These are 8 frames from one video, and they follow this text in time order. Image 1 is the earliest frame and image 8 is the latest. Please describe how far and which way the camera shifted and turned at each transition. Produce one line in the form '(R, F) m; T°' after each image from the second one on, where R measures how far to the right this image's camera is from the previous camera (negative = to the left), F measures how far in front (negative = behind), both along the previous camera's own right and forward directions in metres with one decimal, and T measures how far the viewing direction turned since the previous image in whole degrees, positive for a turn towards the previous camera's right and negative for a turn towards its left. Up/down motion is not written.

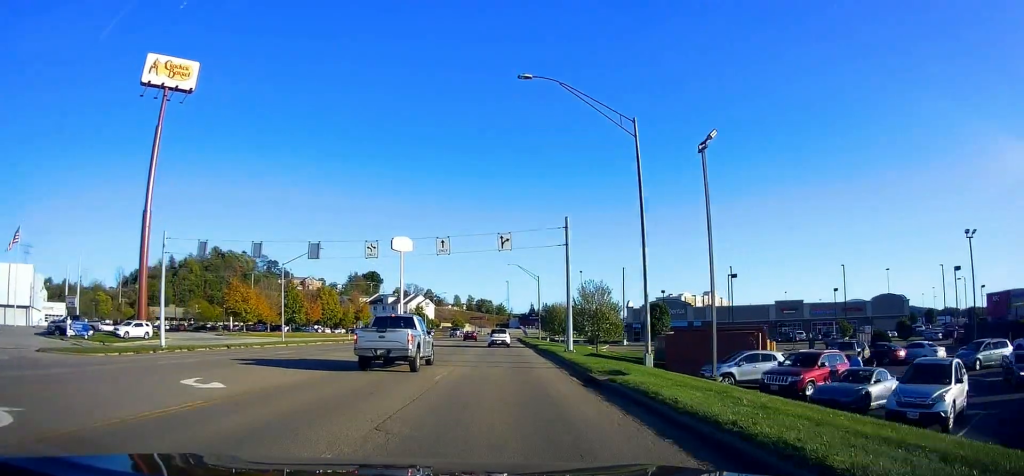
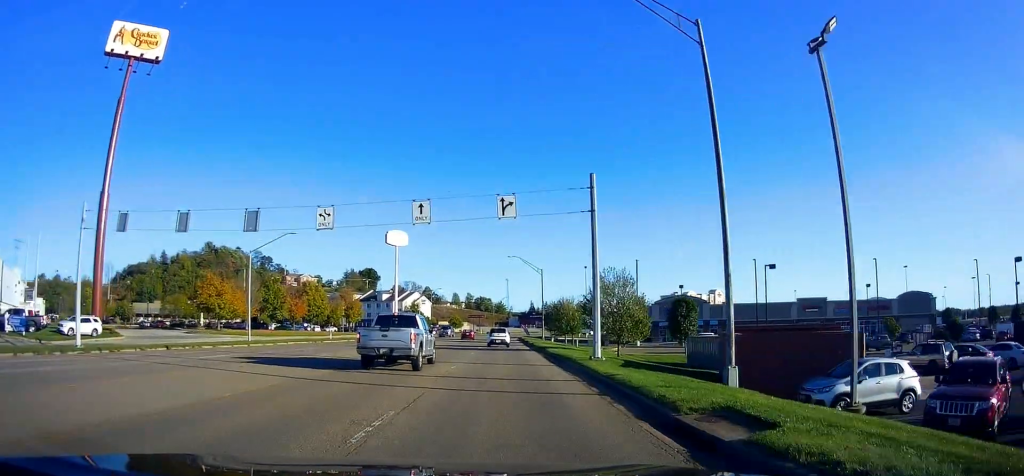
(0.0, +8.5) m; 0°
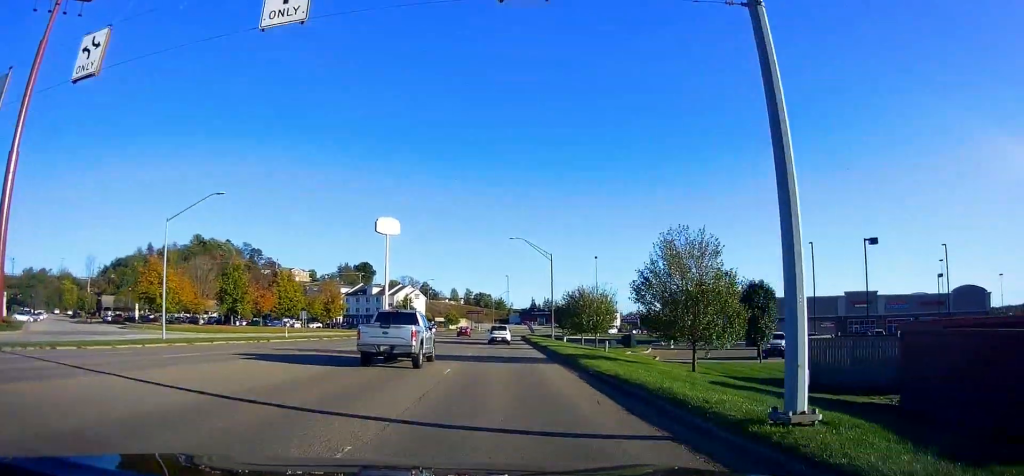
(+0.1, +14.5) m; +2°
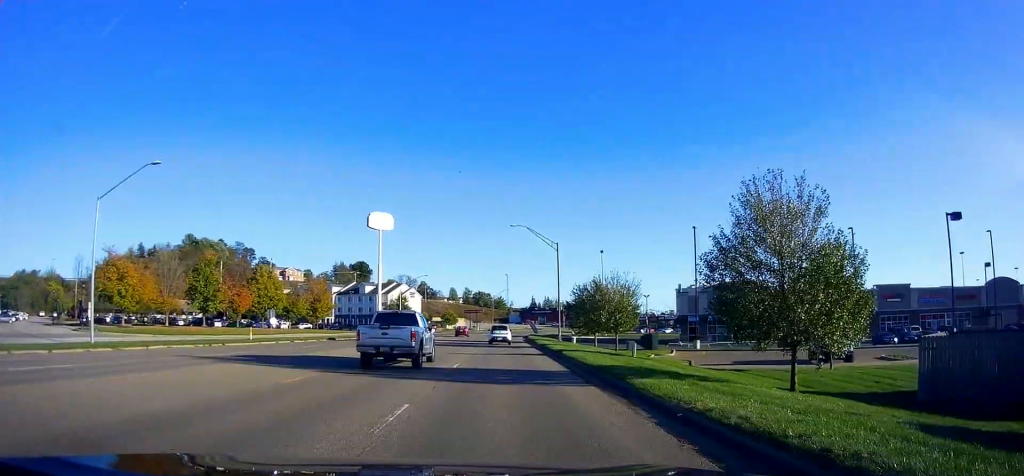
(+0.4, +8.4) m; 0°
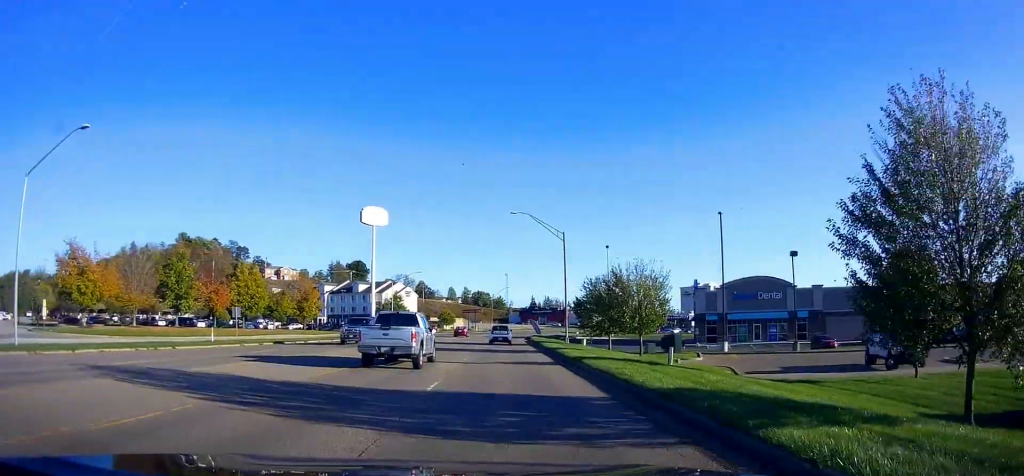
(-0.2, +6.9) m; -1°
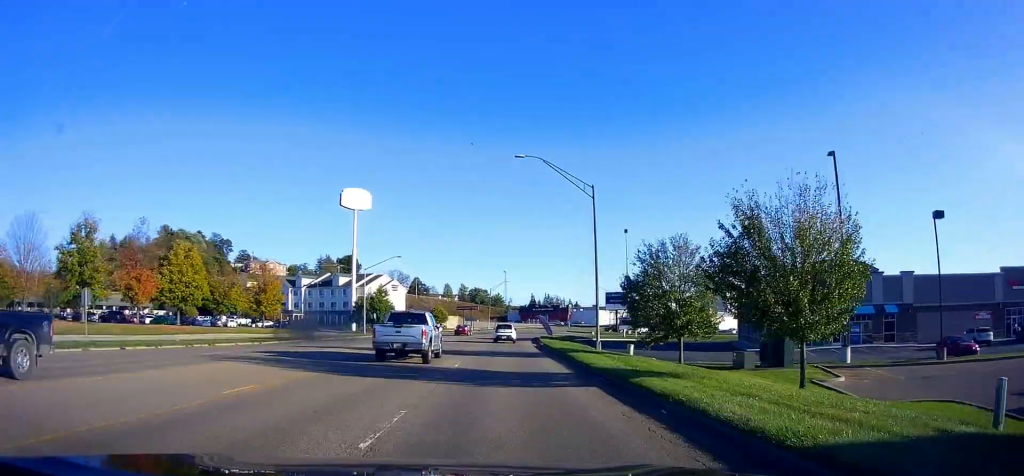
(-0.4, +18.3) m; -1°
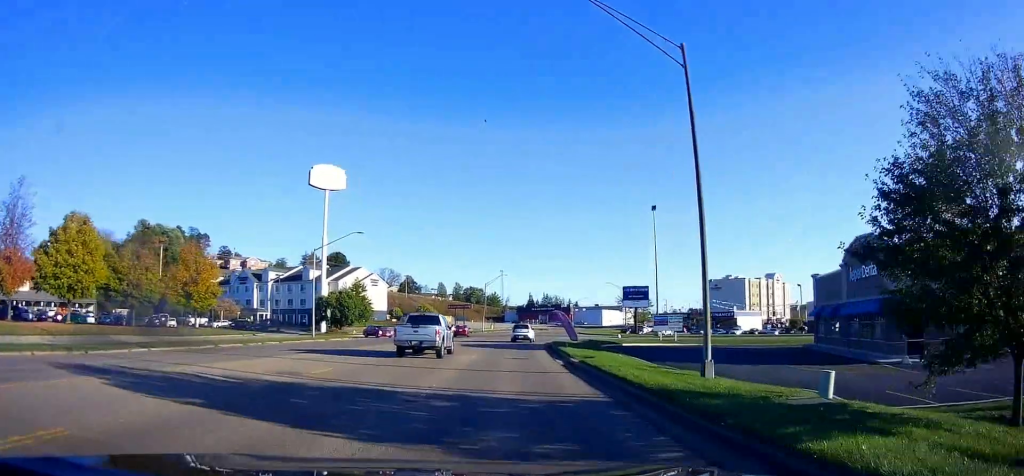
(+0.2, +19.9) m; +3°
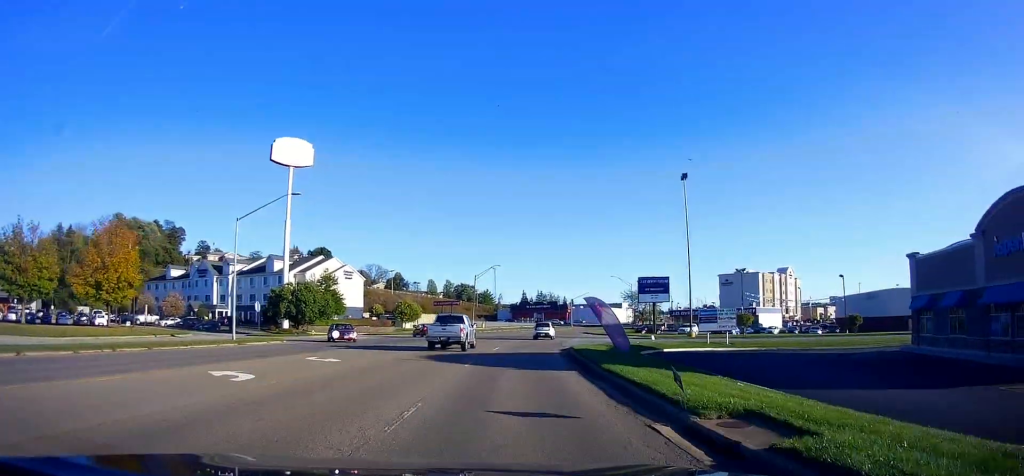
(+0.5, +16.5) m; 0°
